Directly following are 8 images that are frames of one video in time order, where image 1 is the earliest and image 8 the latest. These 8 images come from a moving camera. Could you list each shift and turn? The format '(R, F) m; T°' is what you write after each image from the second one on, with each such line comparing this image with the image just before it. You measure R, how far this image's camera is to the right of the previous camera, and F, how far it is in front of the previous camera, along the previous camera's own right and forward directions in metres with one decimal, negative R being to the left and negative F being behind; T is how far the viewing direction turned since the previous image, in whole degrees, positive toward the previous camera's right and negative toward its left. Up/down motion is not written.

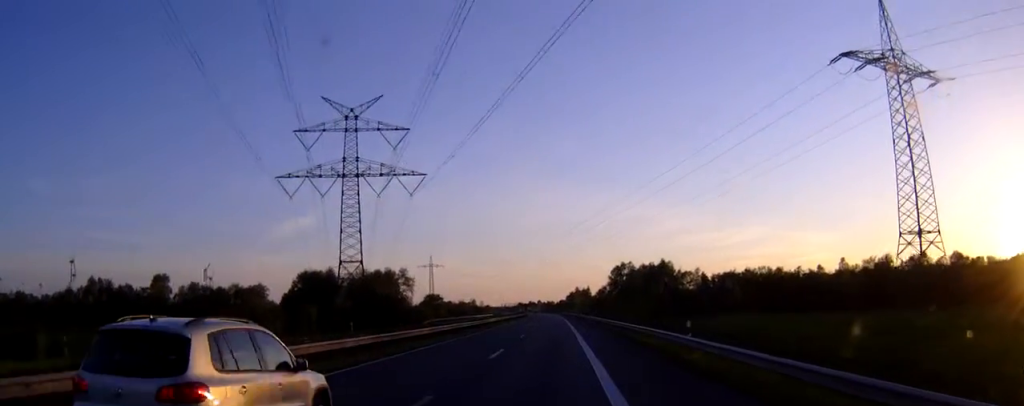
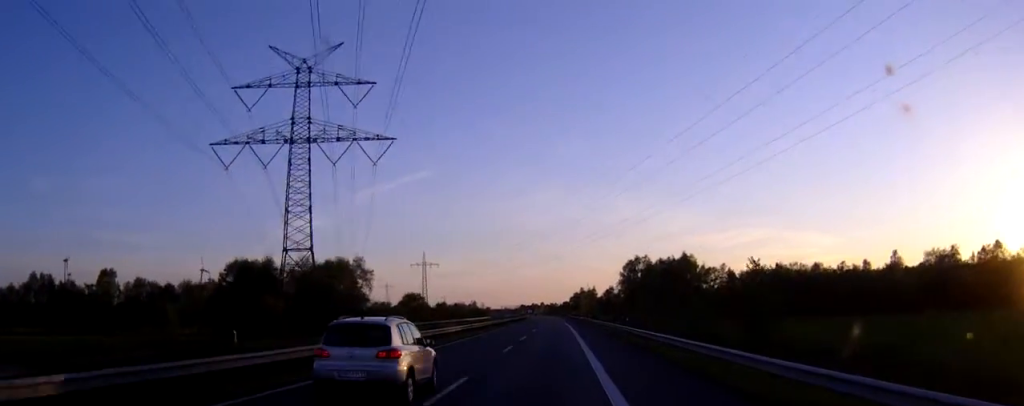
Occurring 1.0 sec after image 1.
(-0.2, +30.0) m; 0°
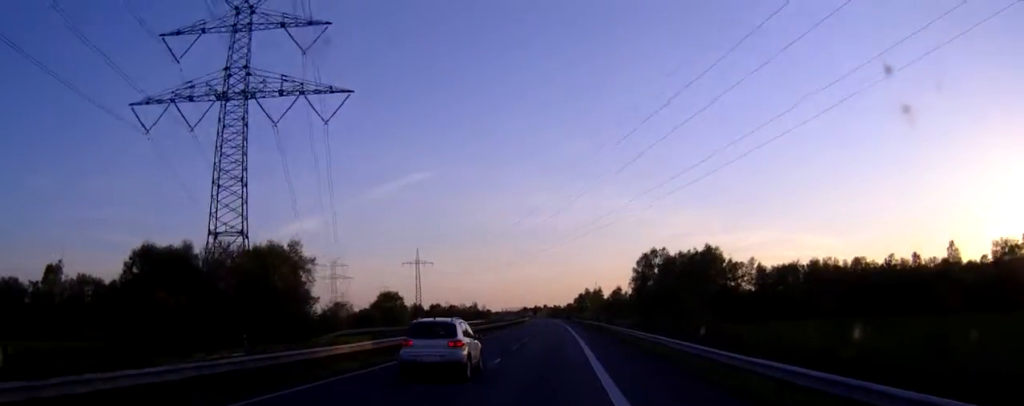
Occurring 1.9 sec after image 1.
(0.0, +25.1) m; 0°
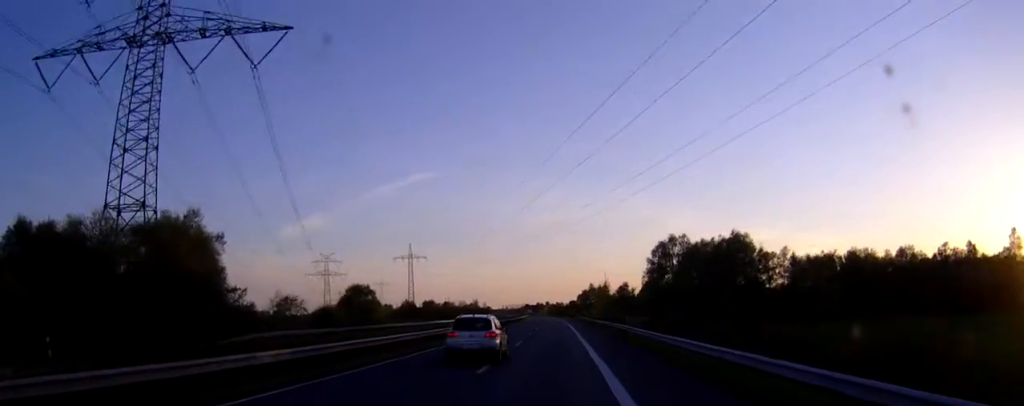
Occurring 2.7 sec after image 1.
(-0.1, +22.2) m; 0°
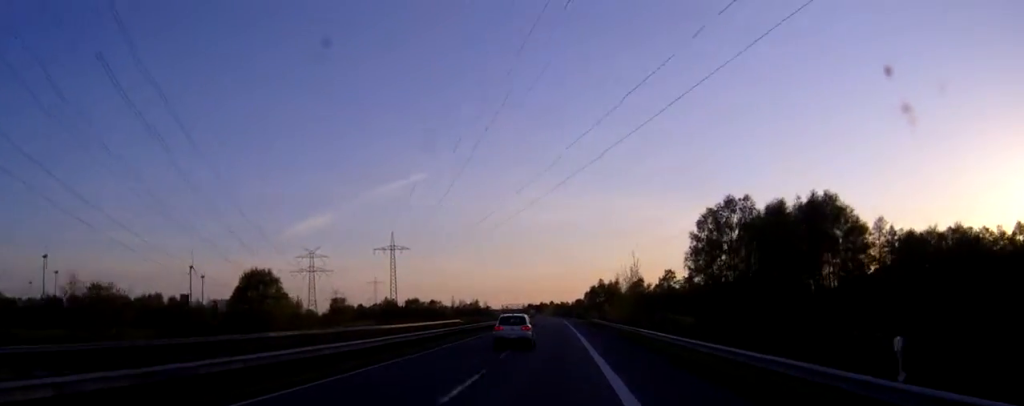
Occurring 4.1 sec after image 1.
(-0.2, +41.6) m; -1°
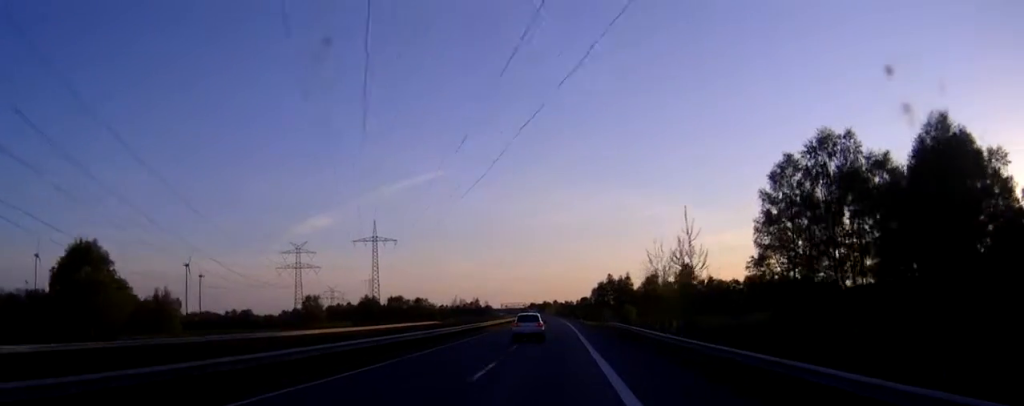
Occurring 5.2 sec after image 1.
(-0.1, +31.9) m; 0°
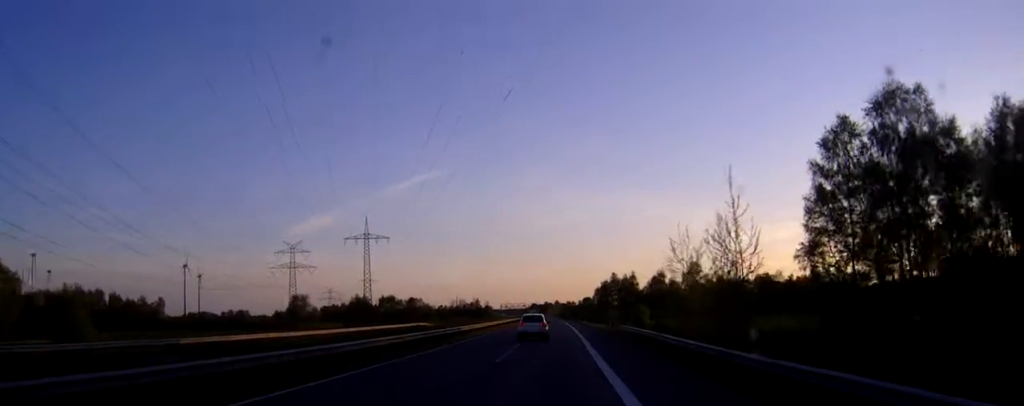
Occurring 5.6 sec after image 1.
(0.0, +12.6) m; 0°
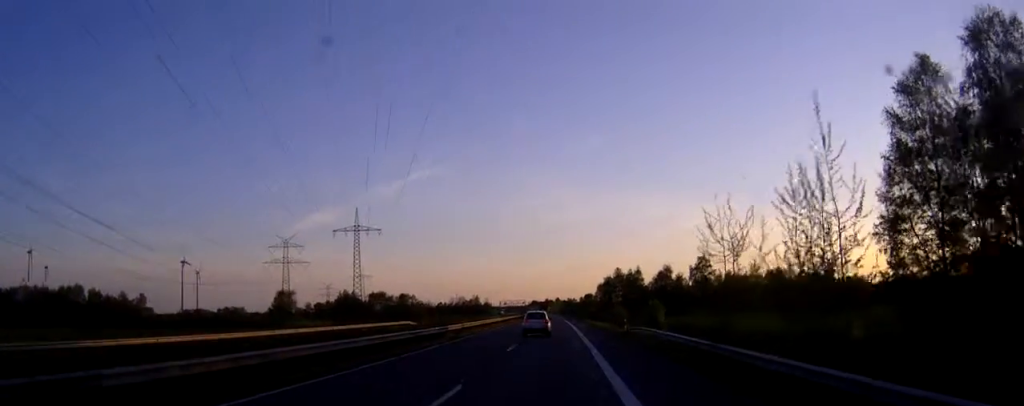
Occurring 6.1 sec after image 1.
(0.0, +12.6) m; 0°
